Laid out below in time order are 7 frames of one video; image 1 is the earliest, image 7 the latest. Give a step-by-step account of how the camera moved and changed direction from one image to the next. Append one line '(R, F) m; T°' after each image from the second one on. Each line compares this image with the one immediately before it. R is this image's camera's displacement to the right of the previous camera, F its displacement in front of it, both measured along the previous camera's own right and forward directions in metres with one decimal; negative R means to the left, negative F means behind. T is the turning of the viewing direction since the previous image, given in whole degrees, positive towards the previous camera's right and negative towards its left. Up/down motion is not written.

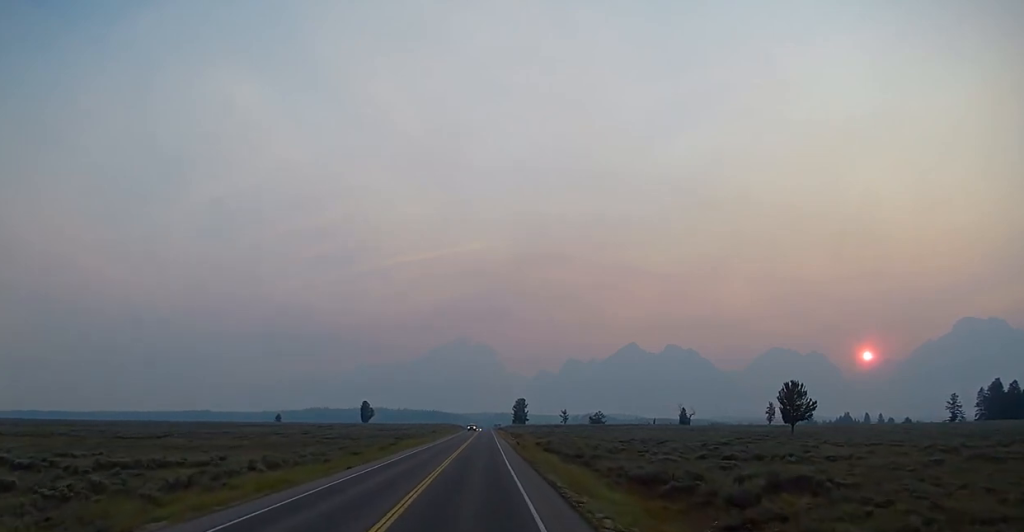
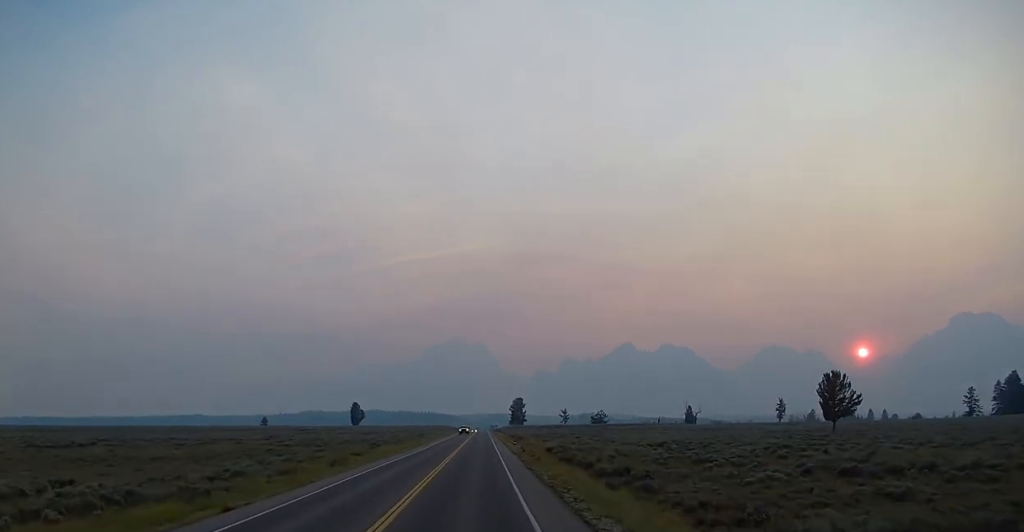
(0.0, +17.1) m; 0°
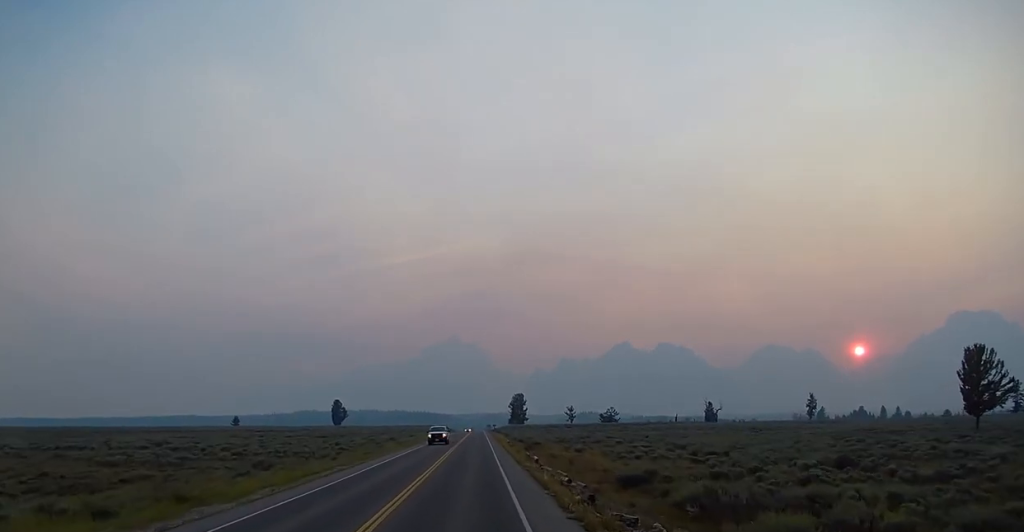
(0.0, +35.2) m; +1°
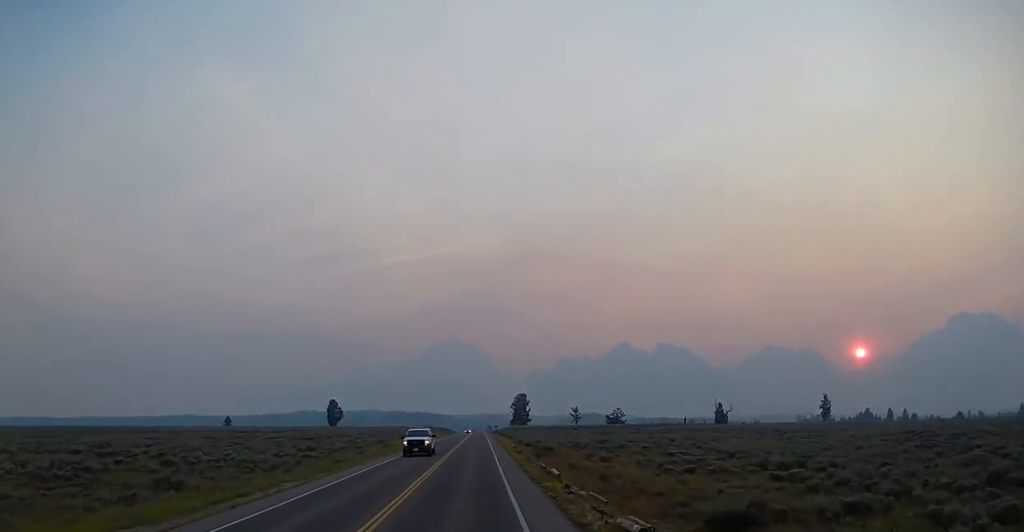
(+0.1, +10.8) m; 0°
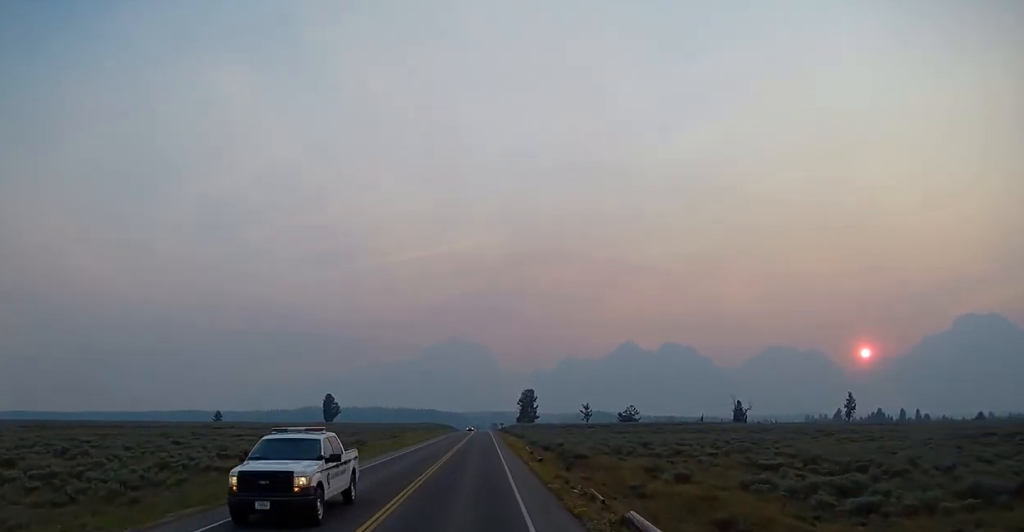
(+0.1, +15.5) m; 0°
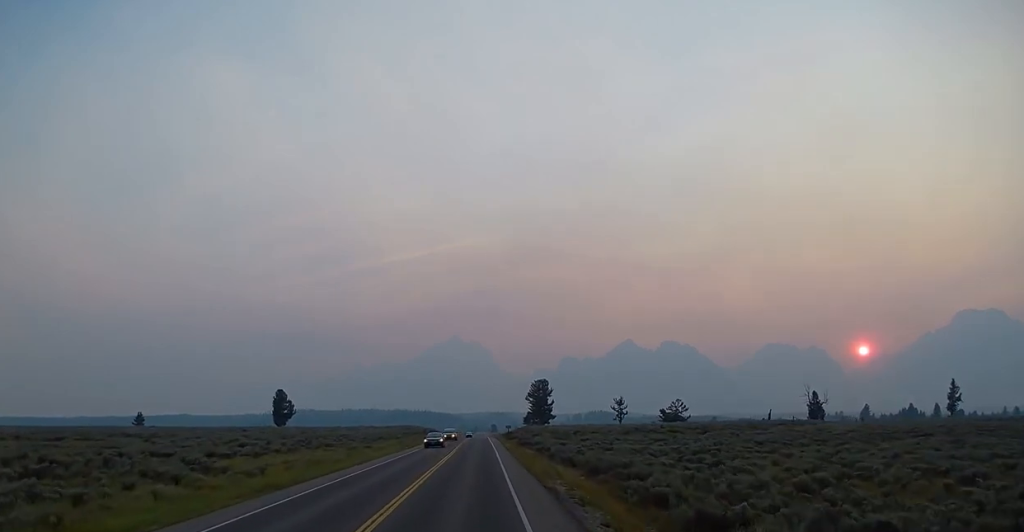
(-0.9, +66.9) m; -1°
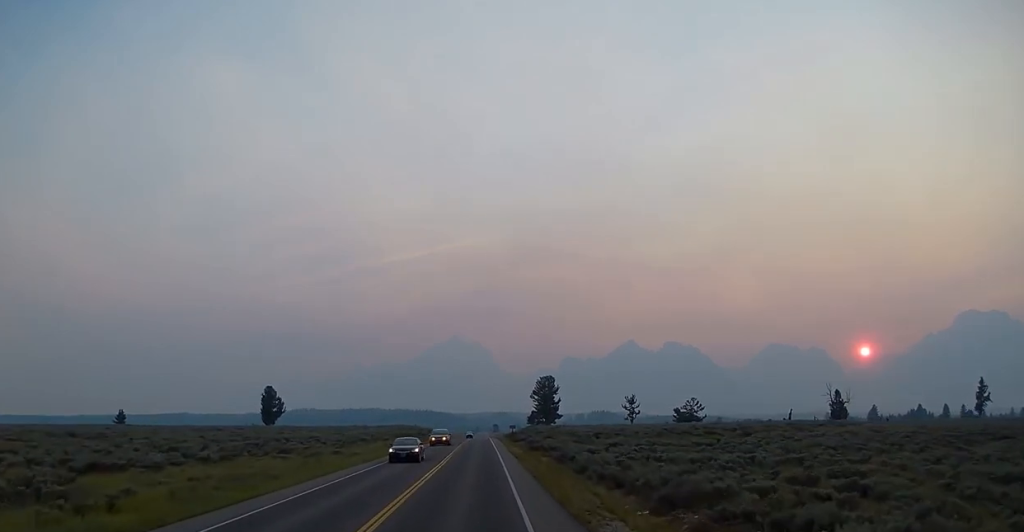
(0.0, +12.6) m; 0°
